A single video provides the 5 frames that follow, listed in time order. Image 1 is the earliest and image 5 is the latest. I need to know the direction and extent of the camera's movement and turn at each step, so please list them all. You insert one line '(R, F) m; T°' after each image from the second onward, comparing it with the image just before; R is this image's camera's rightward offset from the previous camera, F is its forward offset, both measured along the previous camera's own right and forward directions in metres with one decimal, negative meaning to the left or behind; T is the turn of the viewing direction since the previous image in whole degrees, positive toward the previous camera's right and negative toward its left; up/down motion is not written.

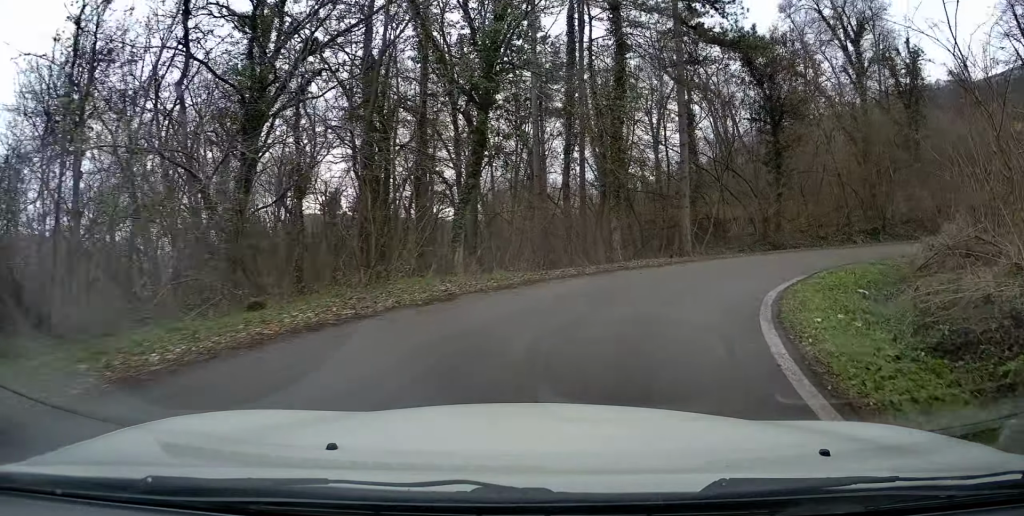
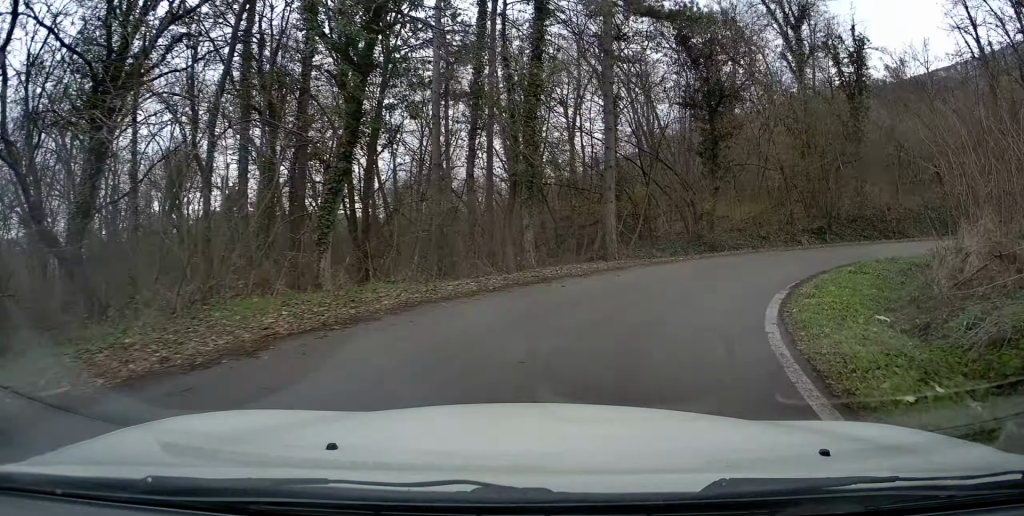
(+0.3, +3.9) m; +6°
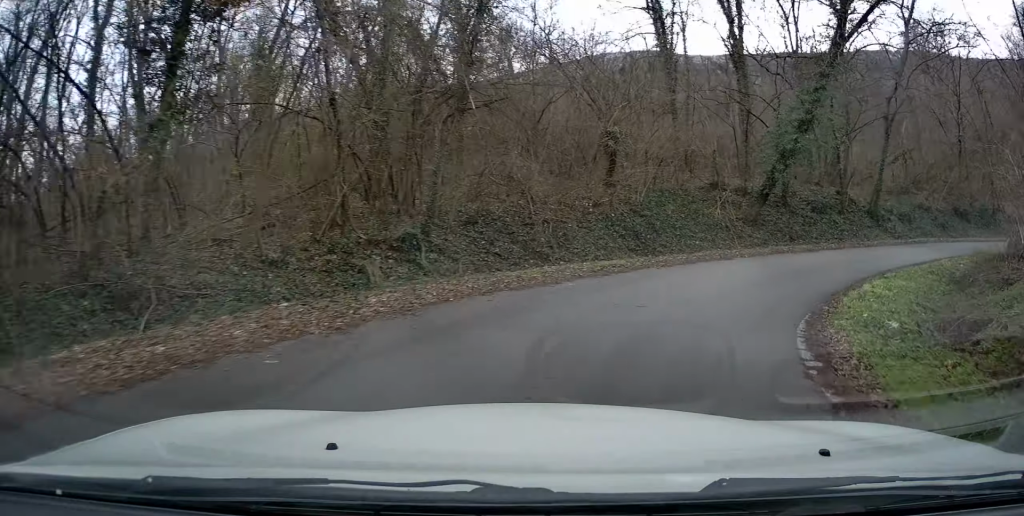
(+5.3, +15.8) m; +39°
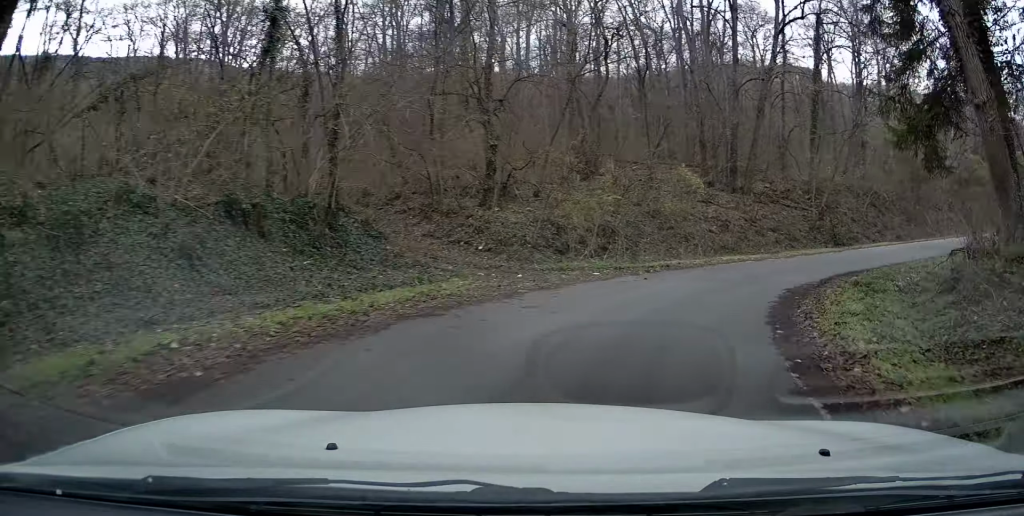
(+7.9, +28.5) m; +30°
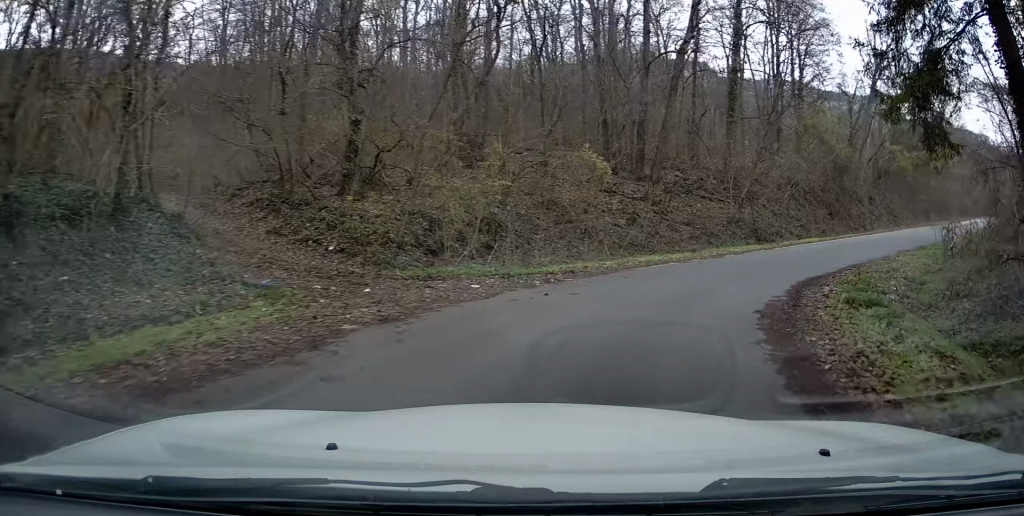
(+0.4, +4.4) m; +13°
